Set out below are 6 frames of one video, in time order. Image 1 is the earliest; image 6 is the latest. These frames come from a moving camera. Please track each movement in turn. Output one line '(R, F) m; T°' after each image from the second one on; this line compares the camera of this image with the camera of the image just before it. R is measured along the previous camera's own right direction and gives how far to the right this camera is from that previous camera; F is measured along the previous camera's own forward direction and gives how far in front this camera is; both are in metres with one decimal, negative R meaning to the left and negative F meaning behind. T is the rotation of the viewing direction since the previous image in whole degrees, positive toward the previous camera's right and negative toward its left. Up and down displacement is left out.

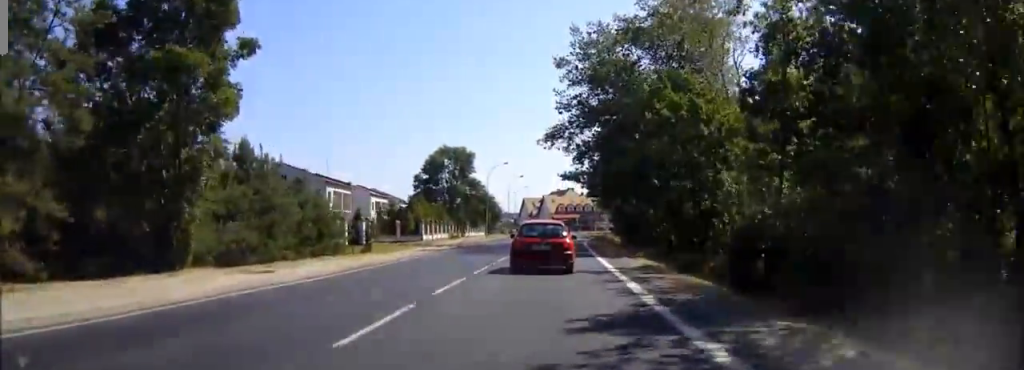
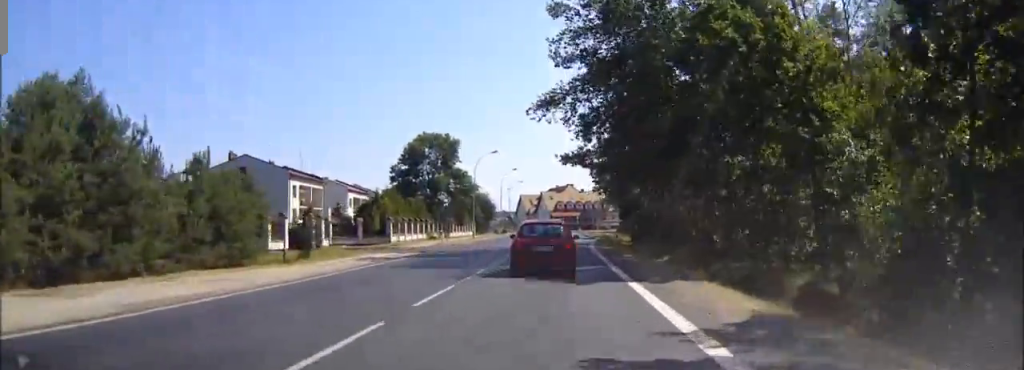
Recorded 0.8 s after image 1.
(0.0, +13.9) m; 0°
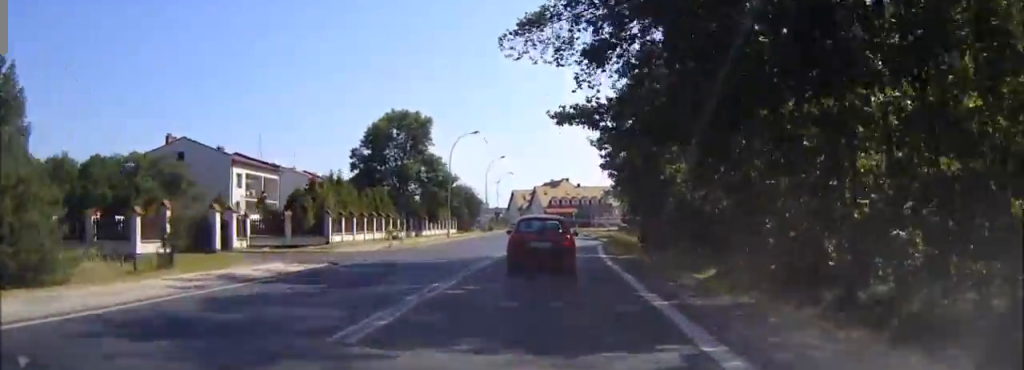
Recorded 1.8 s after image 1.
(+0.1, +15.3) m; +1°
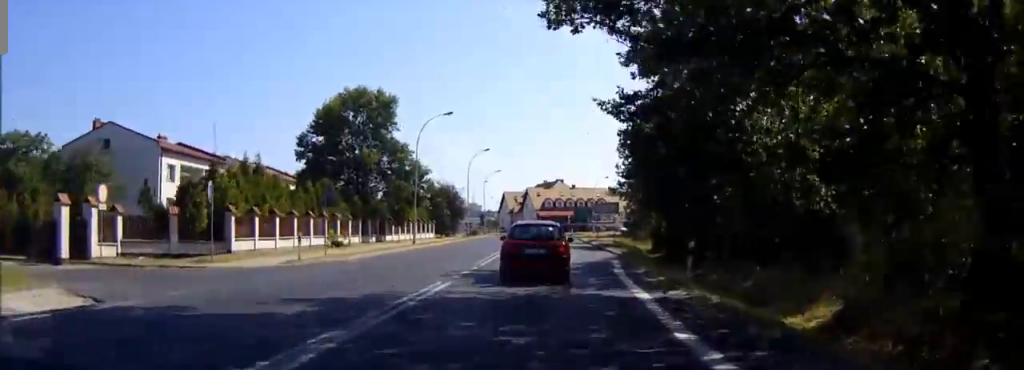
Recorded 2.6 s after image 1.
(+0.1, +14.0) m; 0°
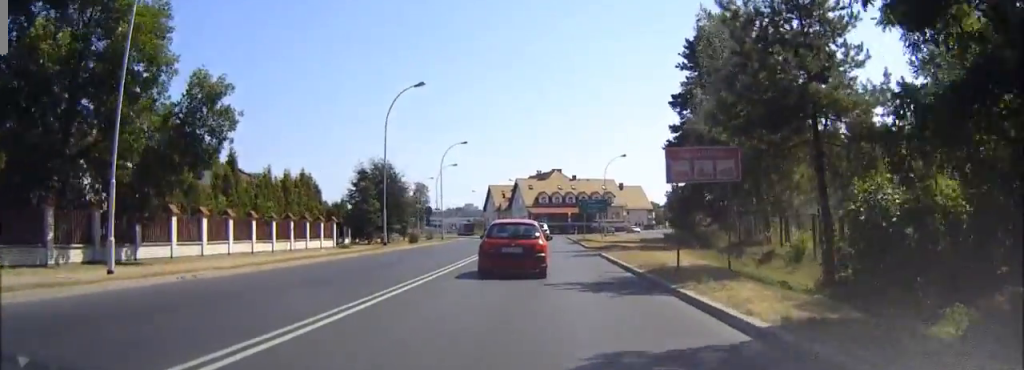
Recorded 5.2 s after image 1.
(-0.2, +39.7) m; -1°
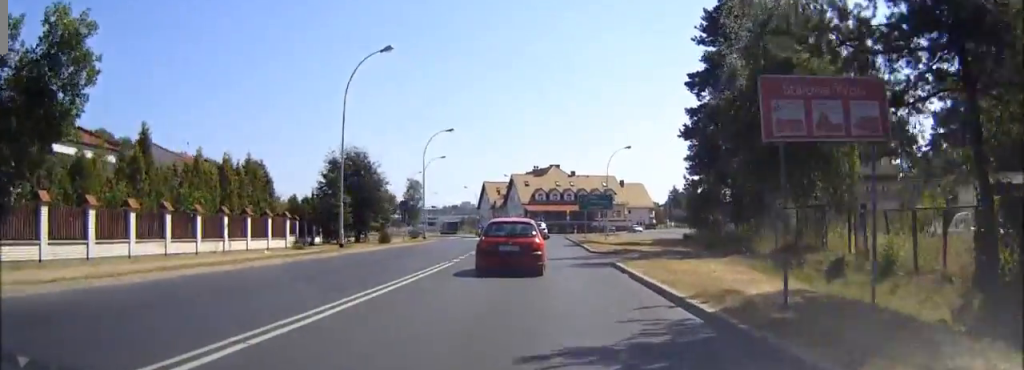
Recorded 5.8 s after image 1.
(0.0, +8.7) m; 0°
